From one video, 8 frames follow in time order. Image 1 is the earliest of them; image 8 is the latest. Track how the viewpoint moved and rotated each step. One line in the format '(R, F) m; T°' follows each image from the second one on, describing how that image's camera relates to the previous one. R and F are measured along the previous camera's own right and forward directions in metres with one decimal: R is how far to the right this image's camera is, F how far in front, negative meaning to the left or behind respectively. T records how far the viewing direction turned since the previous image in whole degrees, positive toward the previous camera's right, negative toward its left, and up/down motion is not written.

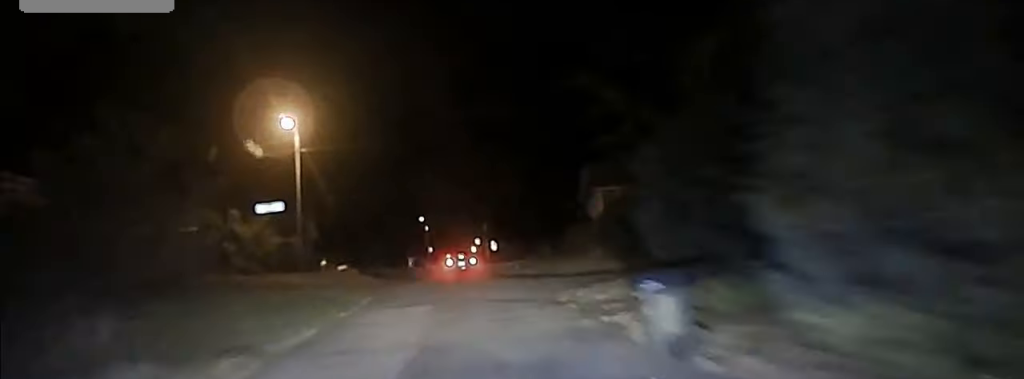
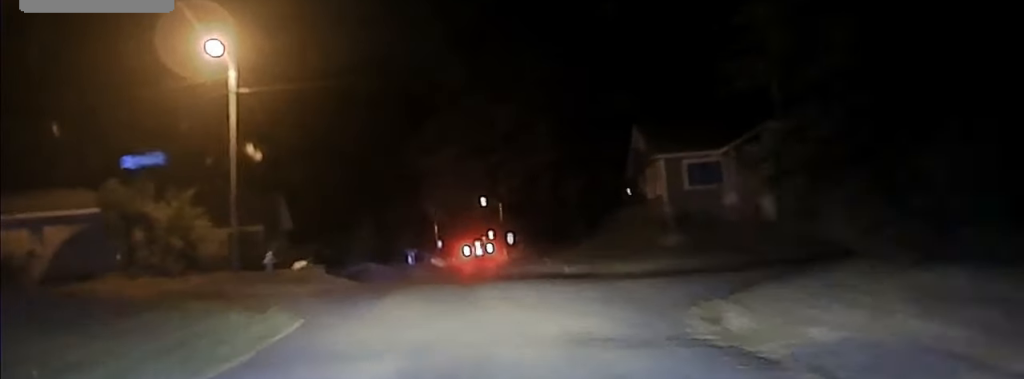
(0.0, +11.9) m; 0°
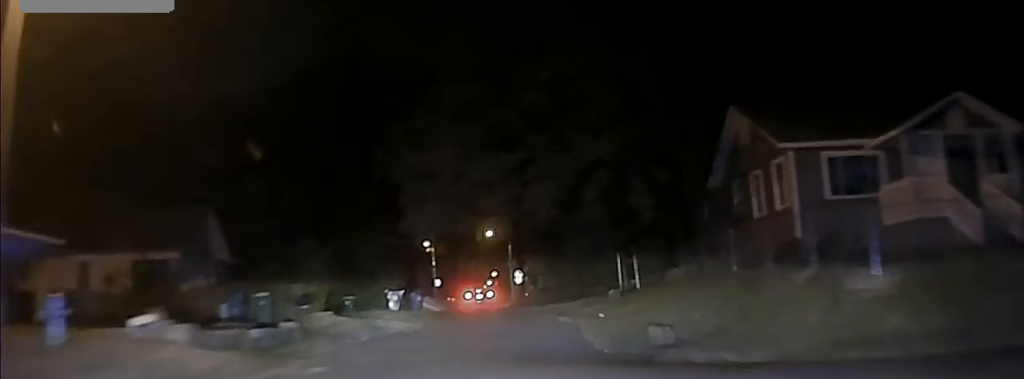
(0.0, +14.6) m; 0°
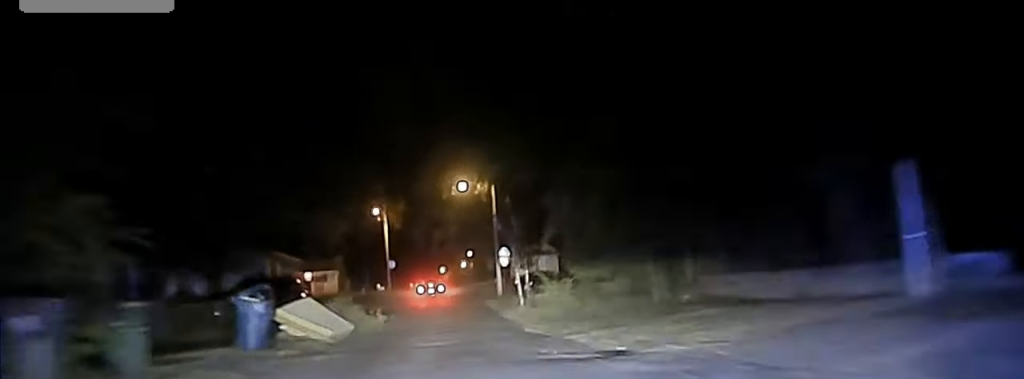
(+0.5, +30.3) m; +1°
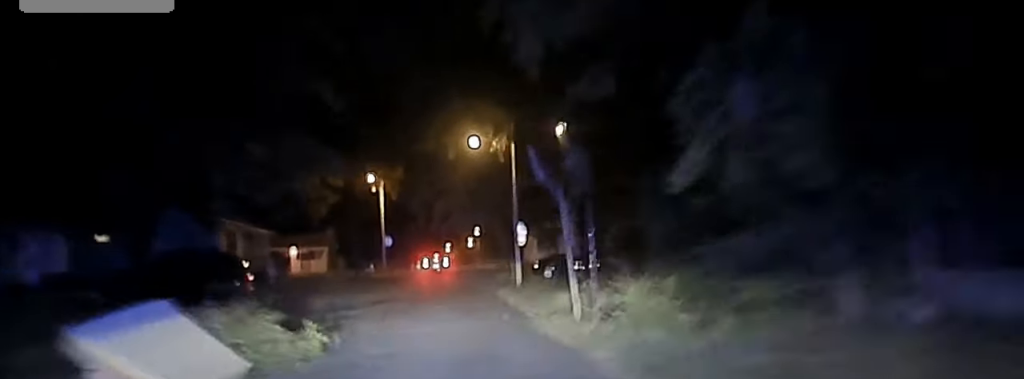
(0.0, +12.5) m; 0°
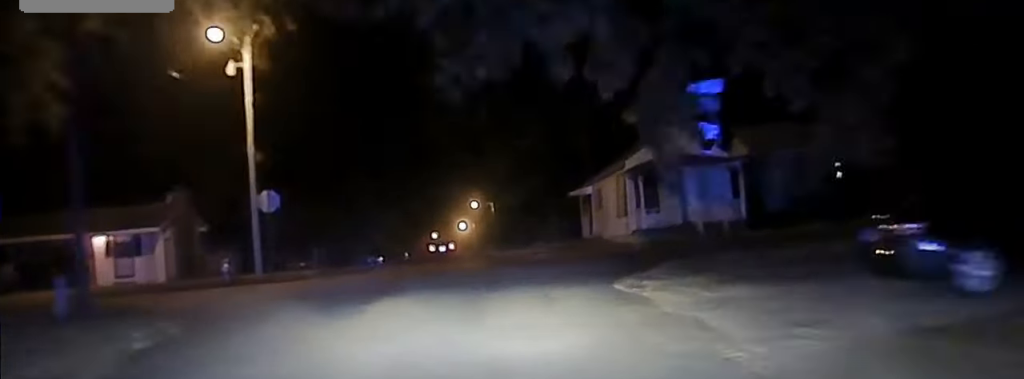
(+0.2, +48.1) m; 0°
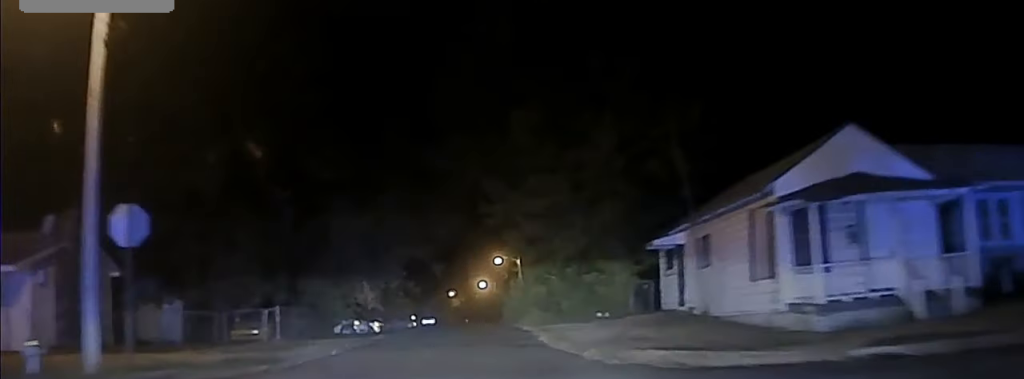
(-0.3, +16.9) m; -1°
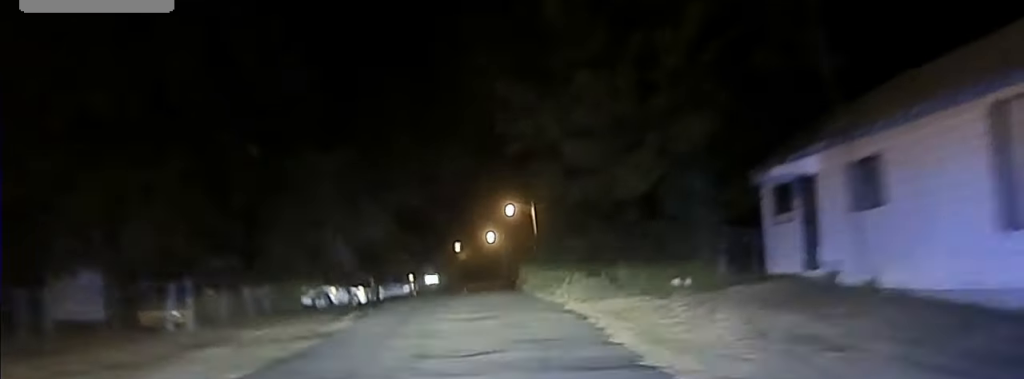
(0.0, +9.9) m; 0°
